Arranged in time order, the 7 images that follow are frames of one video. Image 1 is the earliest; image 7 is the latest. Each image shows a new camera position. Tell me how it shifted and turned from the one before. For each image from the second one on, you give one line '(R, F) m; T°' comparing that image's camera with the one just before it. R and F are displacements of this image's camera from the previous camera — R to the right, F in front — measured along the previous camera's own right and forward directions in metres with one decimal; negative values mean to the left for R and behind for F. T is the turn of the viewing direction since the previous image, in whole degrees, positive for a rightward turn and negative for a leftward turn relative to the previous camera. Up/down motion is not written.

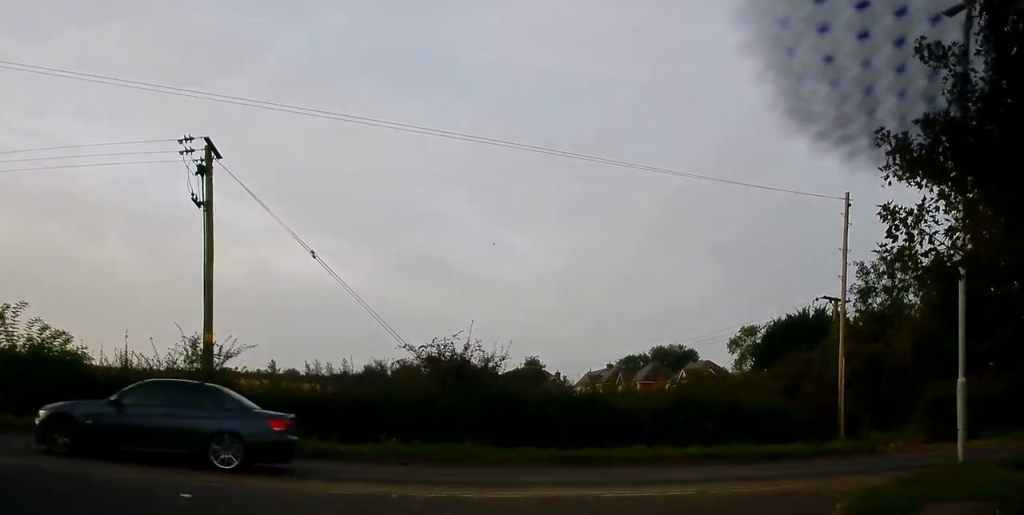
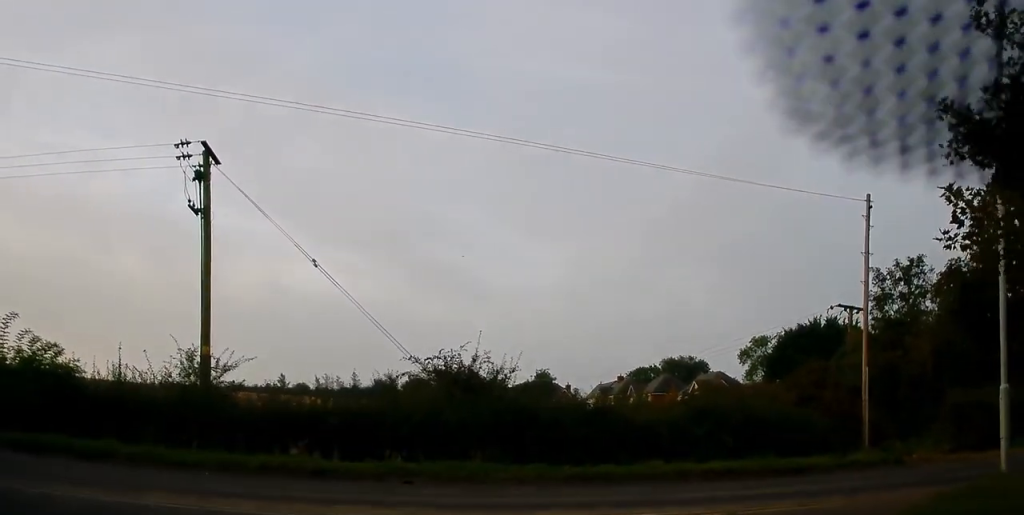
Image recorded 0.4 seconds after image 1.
(0.0, +1.1) m; -3°
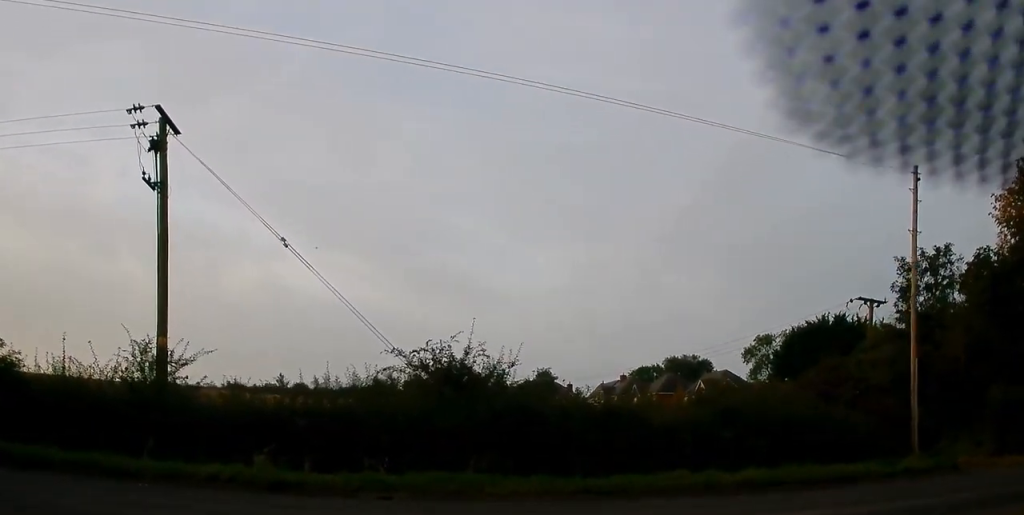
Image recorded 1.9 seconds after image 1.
(-0.3, +3.4) m; -5°
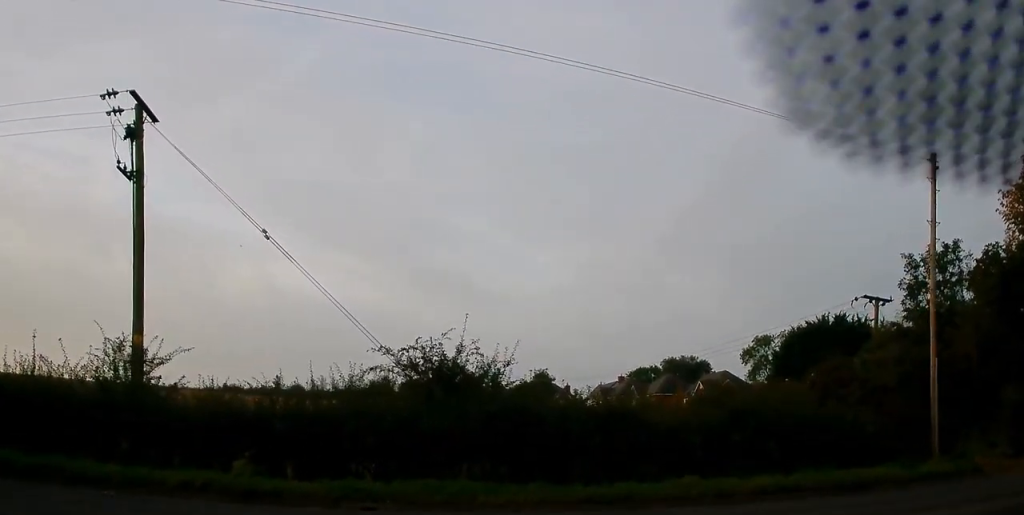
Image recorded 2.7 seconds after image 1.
(+0.1, +1.2) m; +6°
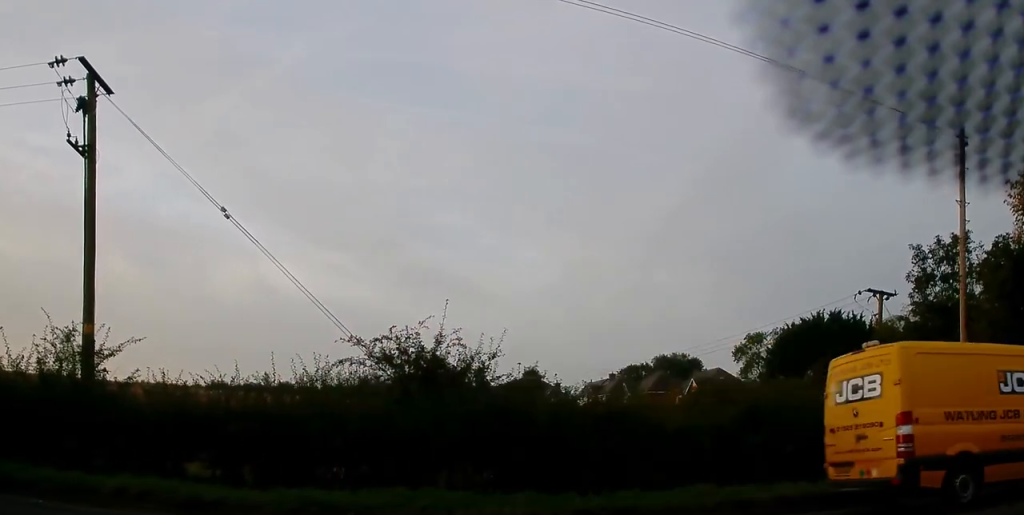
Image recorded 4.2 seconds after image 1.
(+0.1, +1.9) m; +2°
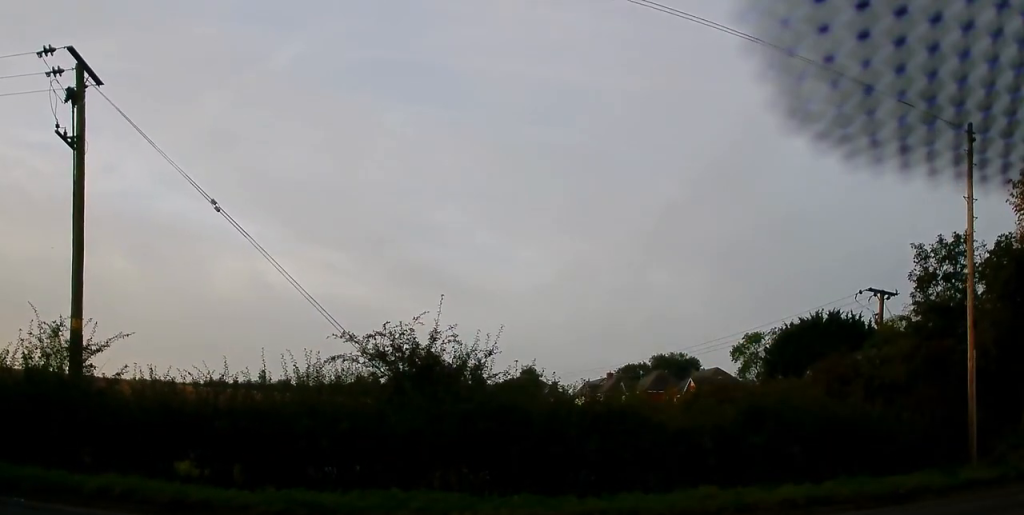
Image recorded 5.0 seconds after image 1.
(0.0, +0.7) m; 0°
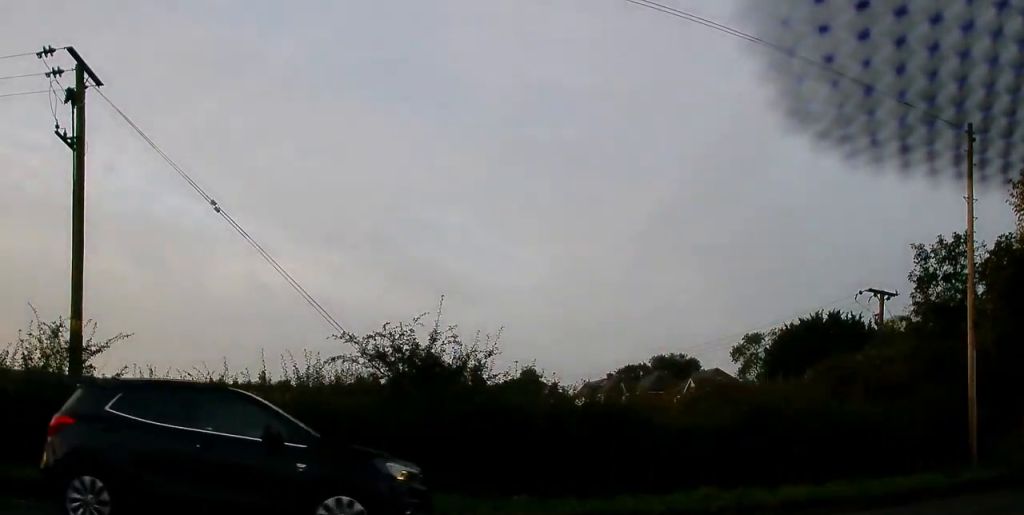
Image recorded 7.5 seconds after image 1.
(-0.2, +0.5) m; 0°
